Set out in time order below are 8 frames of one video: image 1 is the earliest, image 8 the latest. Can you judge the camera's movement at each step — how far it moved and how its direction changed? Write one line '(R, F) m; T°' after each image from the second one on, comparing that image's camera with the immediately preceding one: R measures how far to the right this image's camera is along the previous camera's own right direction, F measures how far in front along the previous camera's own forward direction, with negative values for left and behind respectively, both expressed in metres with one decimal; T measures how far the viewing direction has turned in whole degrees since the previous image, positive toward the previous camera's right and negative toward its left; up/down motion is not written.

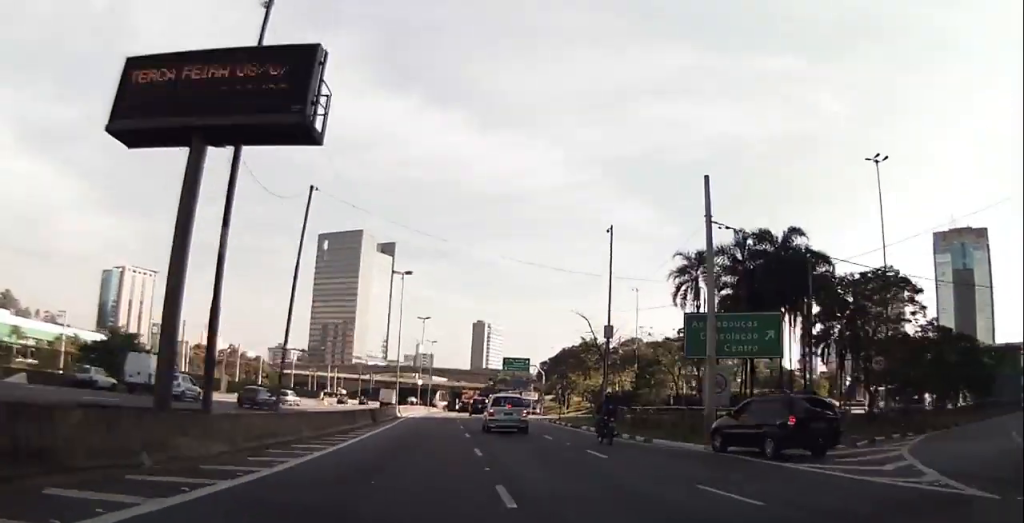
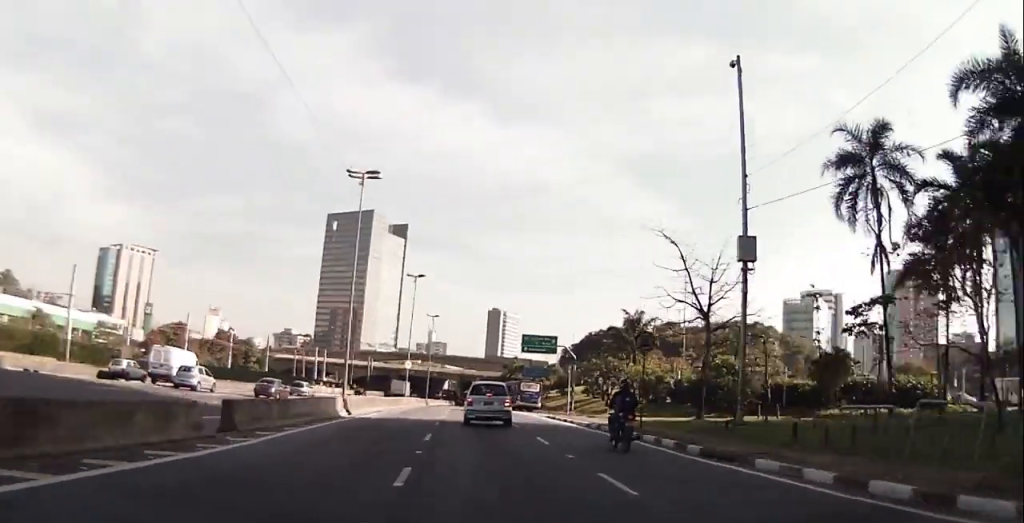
(-0.5, +21.8) m; -3°
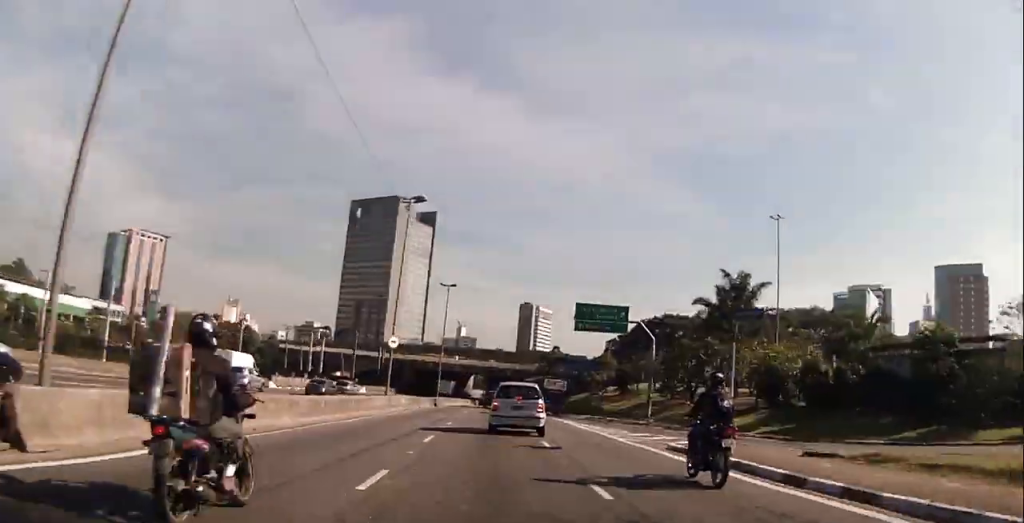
(-0.5, +22.9) m; -2°
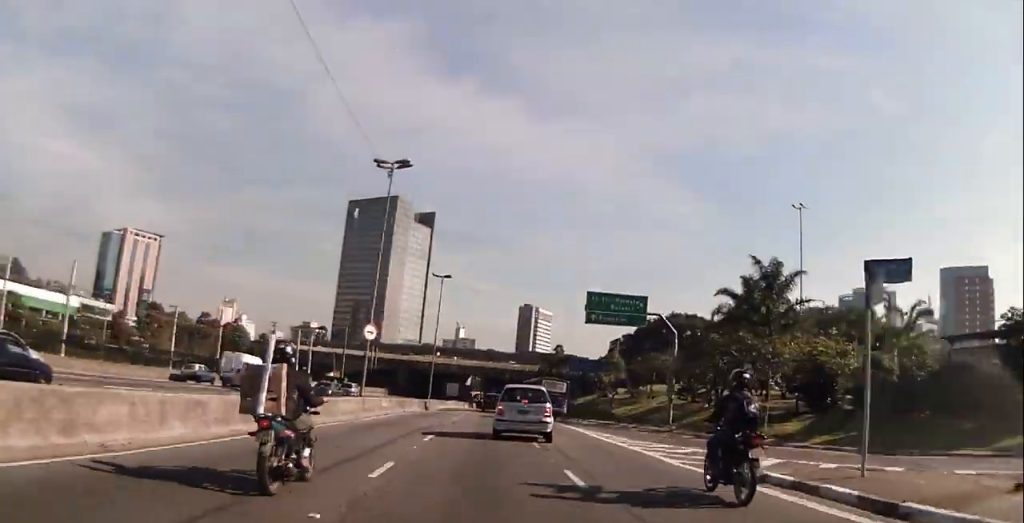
(-0.1, +6.0) m; 0°
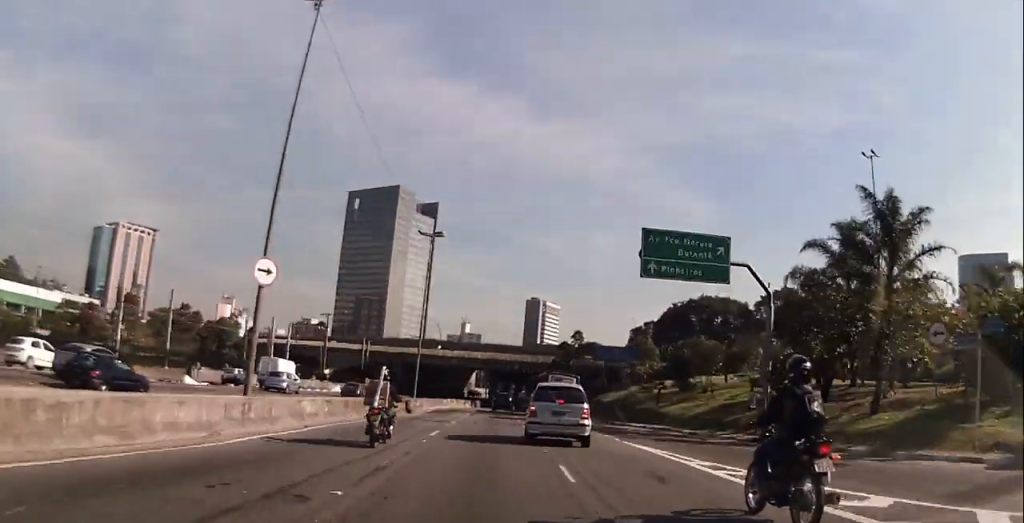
(+0.3, +13.6) m; 0°
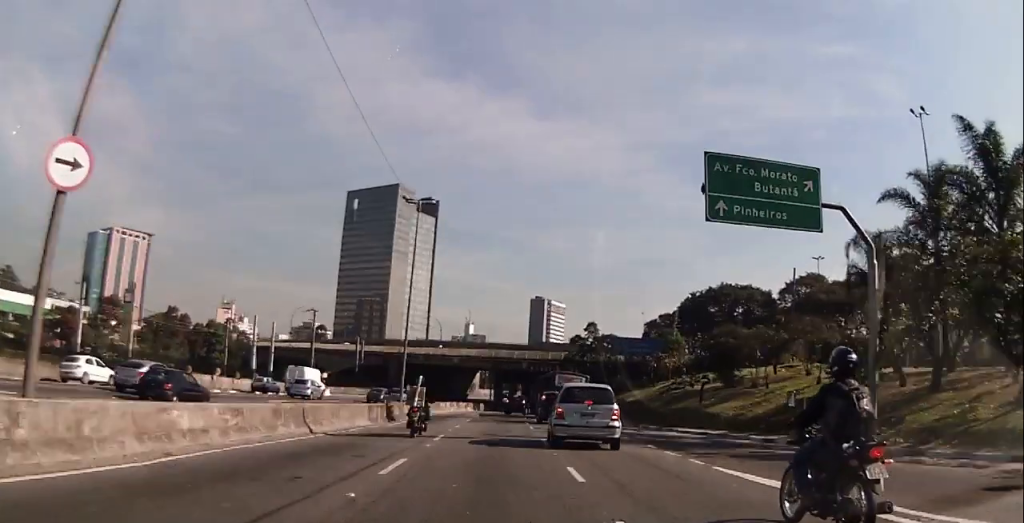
(-0.1, +7.9) m; 0°
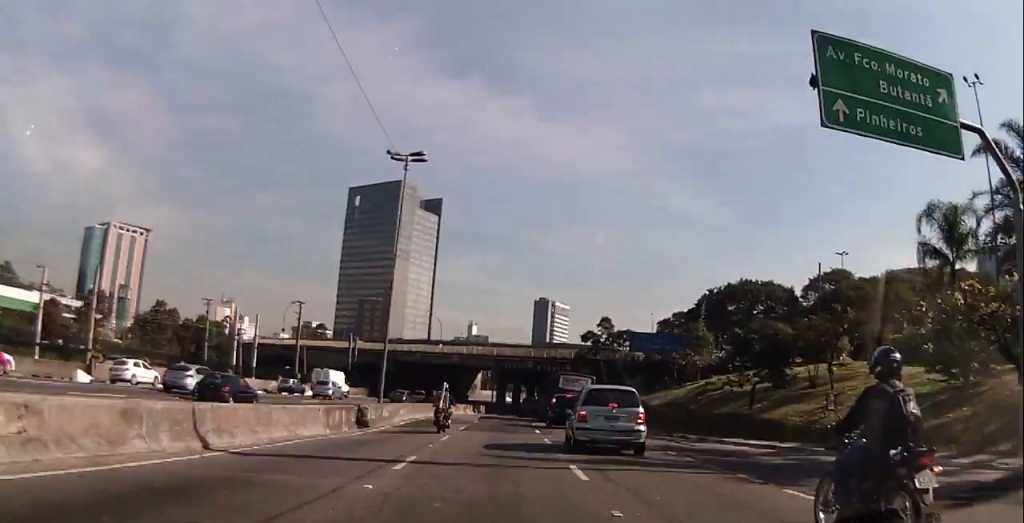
(-0.2, +6.9) m; -1°
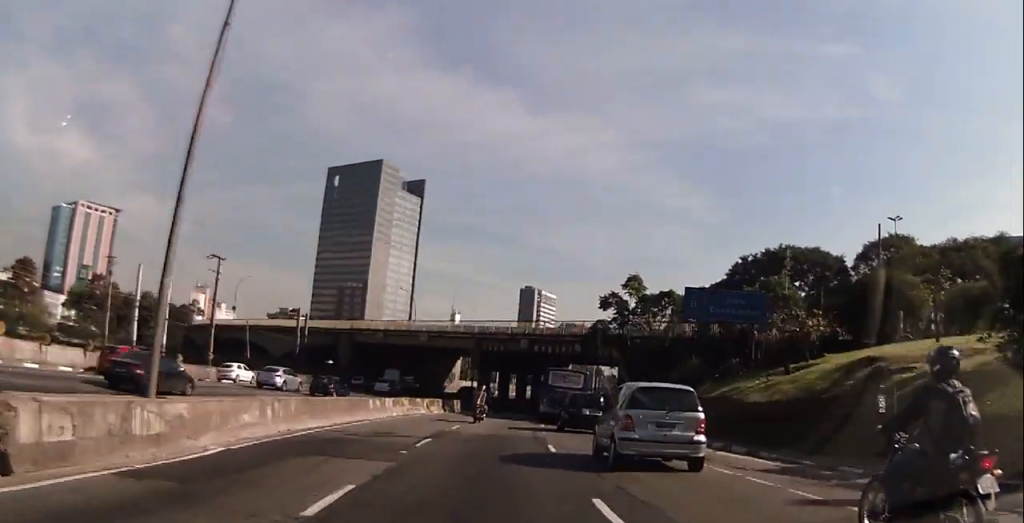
(+0.1, +17.6) m; +1°
